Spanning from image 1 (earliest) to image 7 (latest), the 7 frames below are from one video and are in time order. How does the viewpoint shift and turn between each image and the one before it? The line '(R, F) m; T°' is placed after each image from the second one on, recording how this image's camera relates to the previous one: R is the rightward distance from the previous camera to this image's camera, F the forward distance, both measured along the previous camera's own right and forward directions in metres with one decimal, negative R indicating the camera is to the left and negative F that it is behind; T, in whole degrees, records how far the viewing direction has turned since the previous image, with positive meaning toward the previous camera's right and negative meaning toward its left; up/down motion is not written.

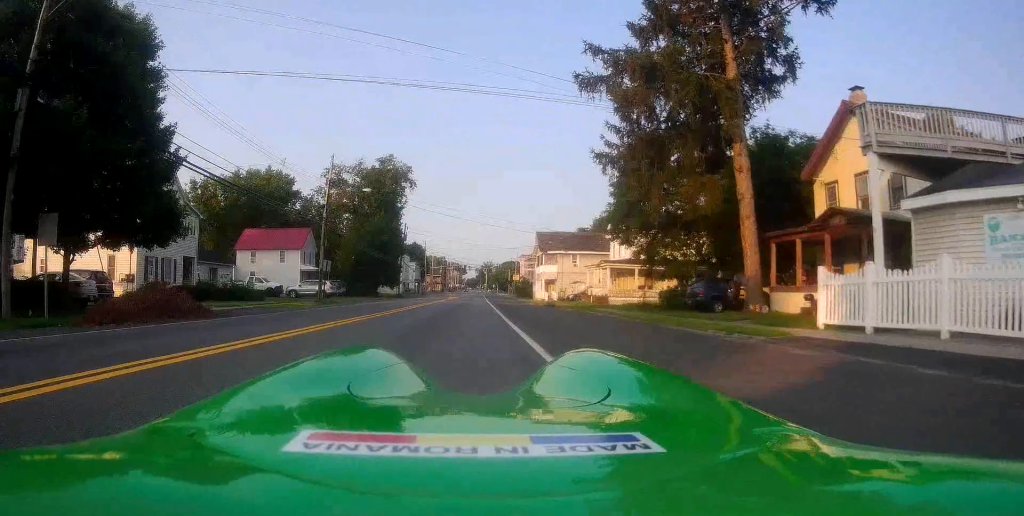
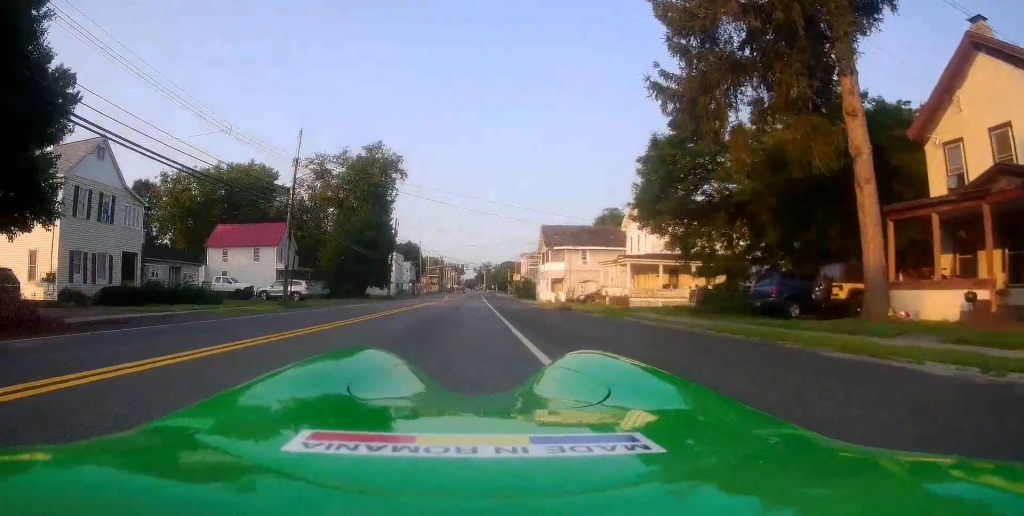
(-0.3, +7.3) m; -2°
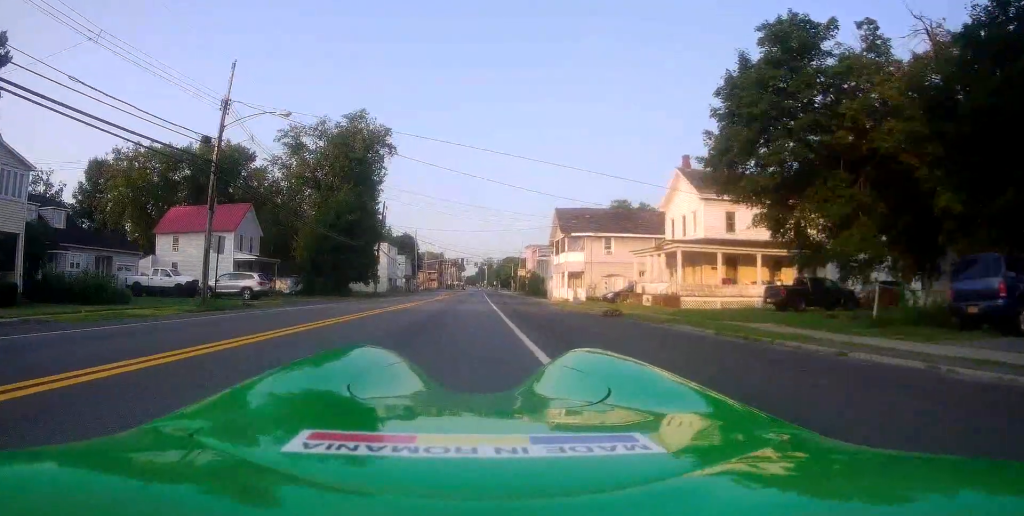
(-0.1, +10.7) m; +2°
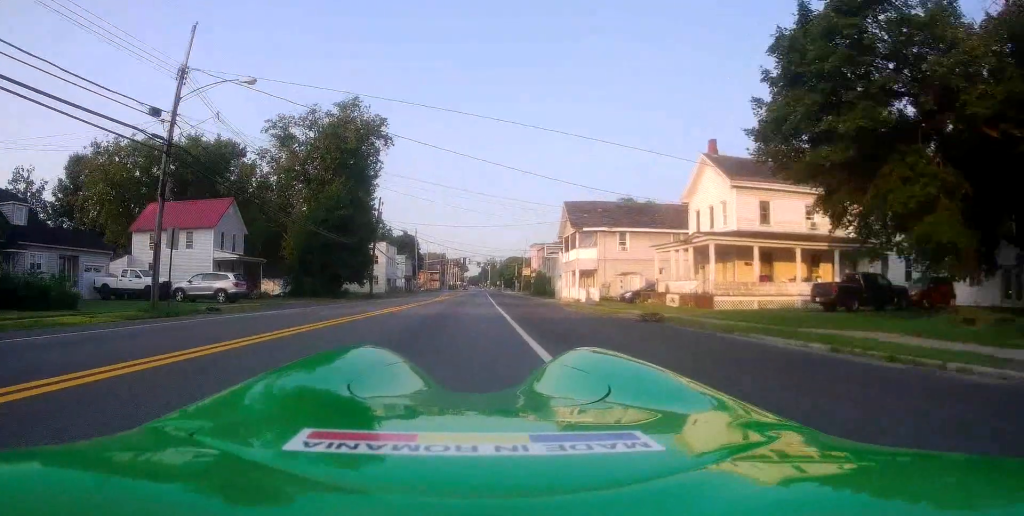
(+0.1, +4.2) m; +1°
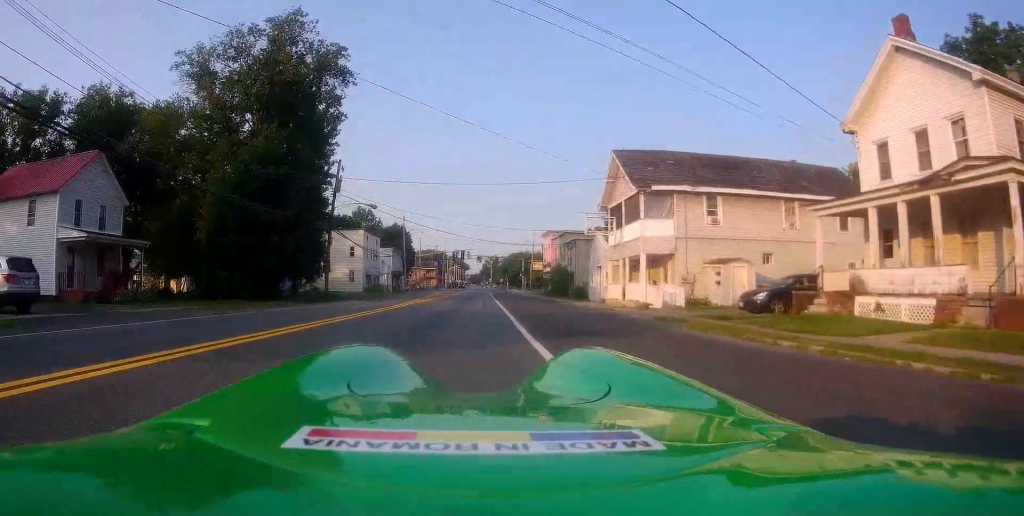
(+0.5, +17.9) m; -1°
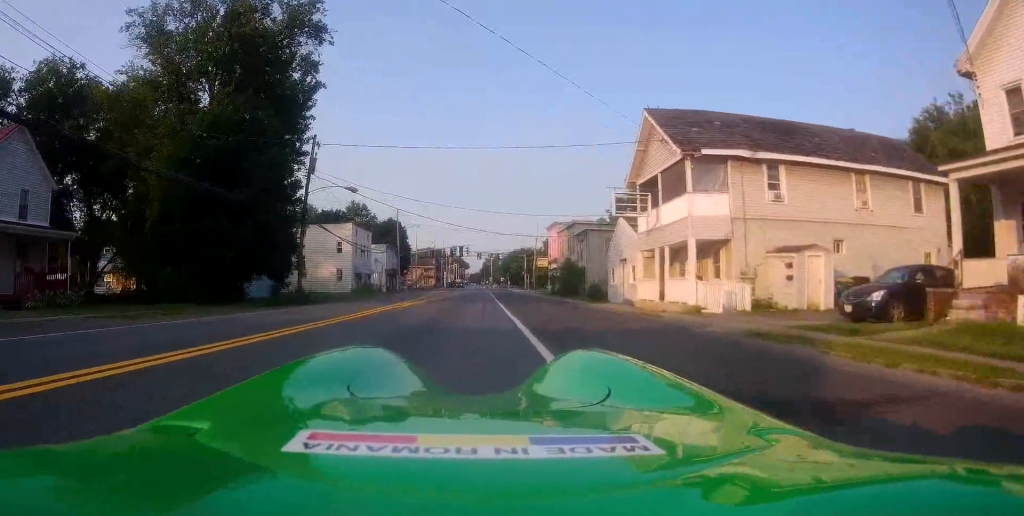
(-0.2, +6.5) m; -3°
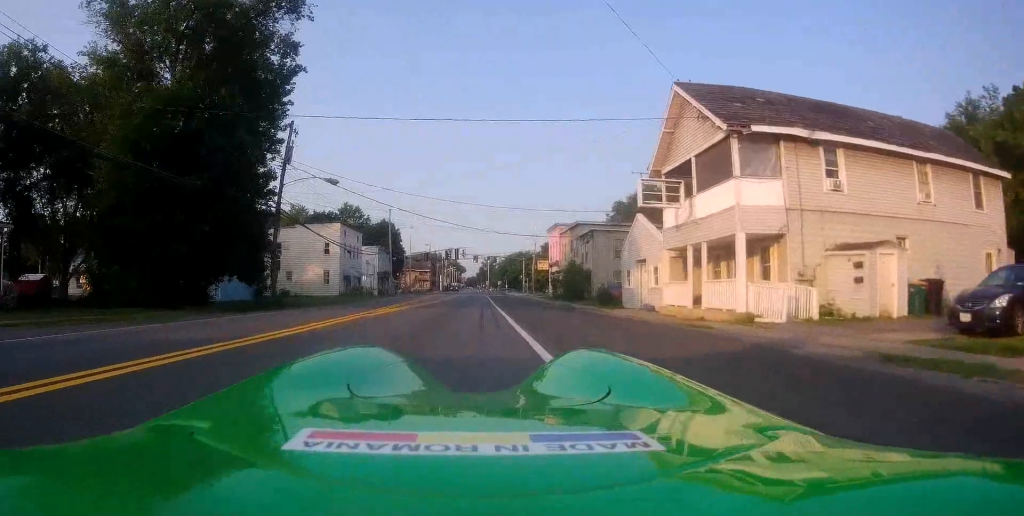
(-0.1, +4.2) m; 0°
